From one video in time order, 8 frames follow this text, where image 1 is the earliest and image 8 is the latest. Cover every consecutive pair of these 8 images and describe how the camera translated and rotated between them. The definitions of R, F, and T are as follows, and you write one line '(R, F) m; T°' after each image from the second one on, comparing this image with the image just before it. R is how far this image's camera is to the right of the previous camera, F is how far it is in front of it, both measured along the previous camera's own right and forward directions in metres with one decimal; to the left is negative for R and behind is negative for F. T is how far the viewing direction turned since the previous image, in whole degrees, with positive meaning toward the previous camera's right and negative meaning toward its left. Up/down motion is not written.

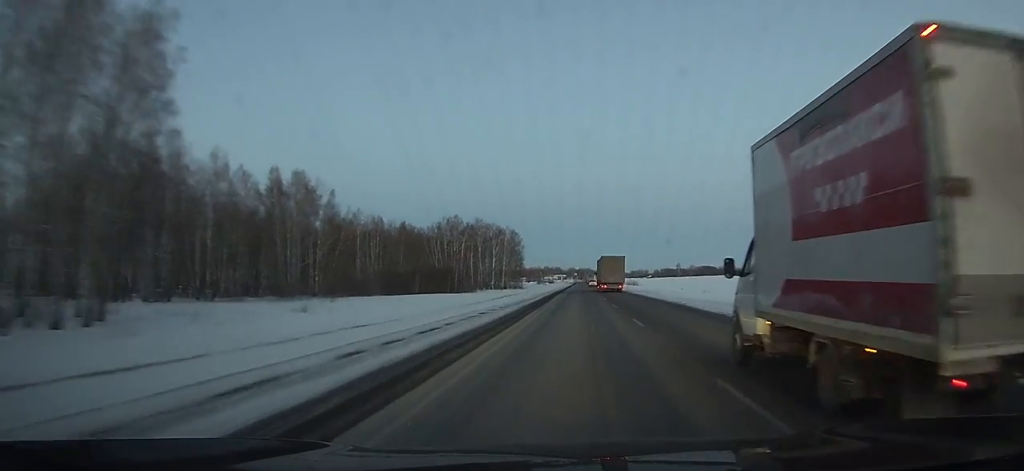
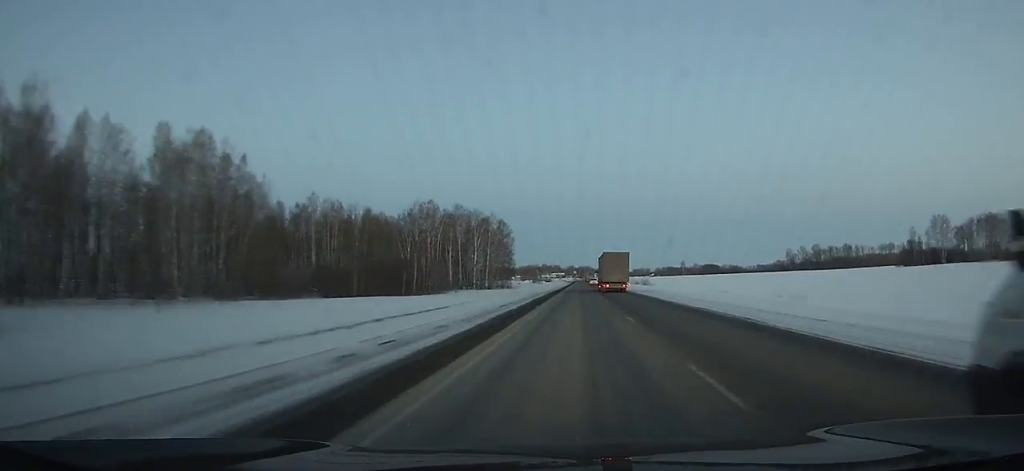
(0.0, +34.0) m; 0°
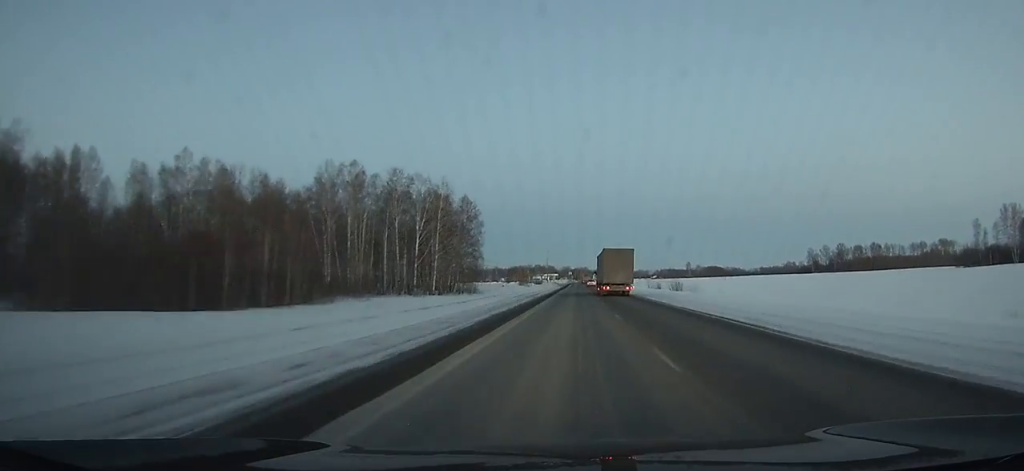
(0.0, +56.3) m; +1°
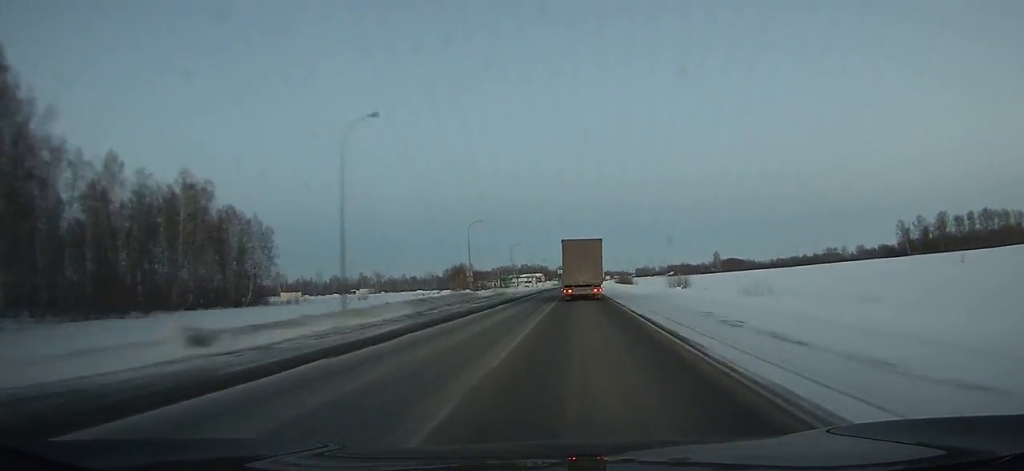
(+1.7, +145.2) m; 0°
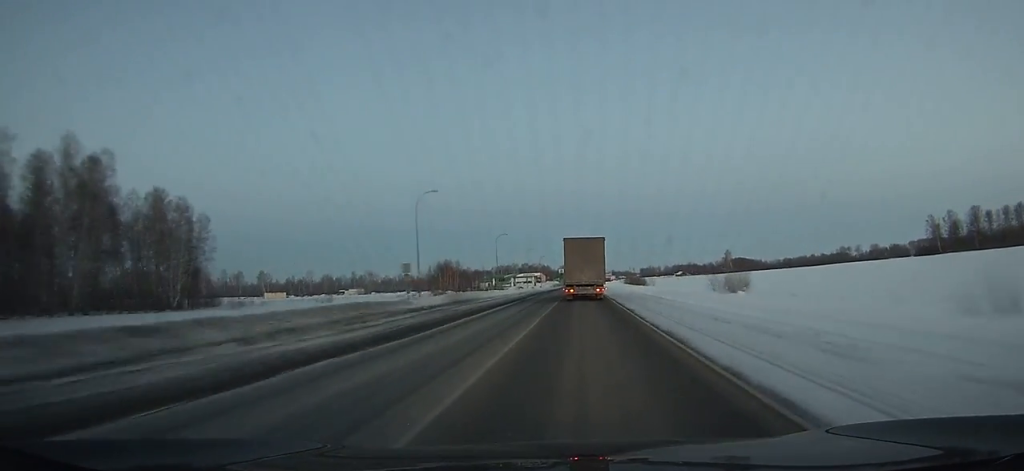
(0.0, +27.6) m; 0°
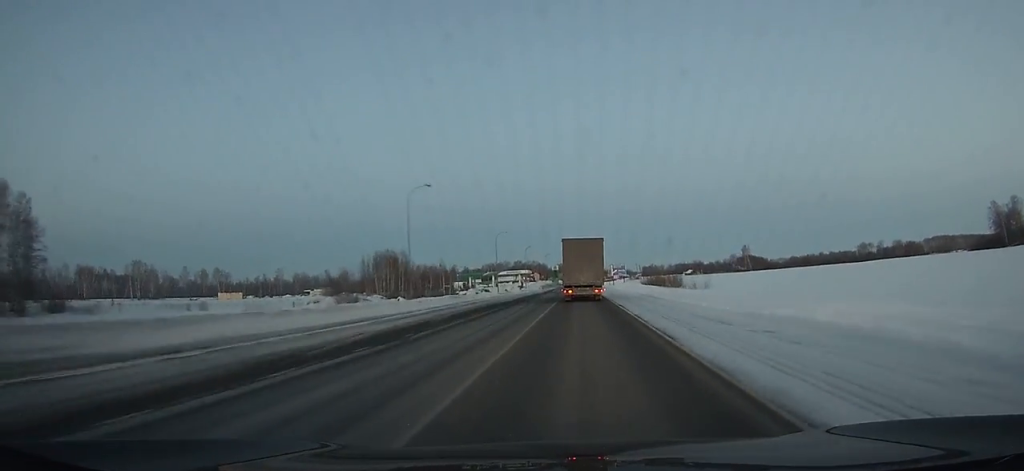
(-0.4, +53.9) m; 0°
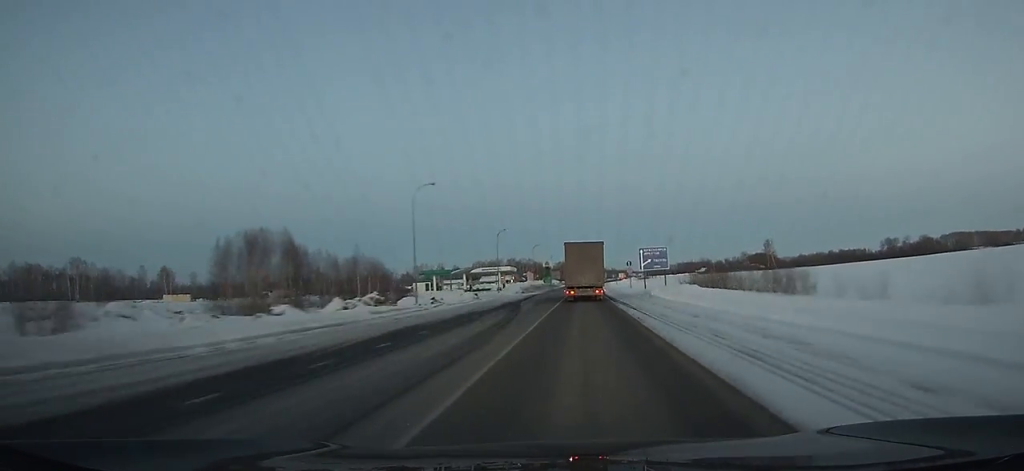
(+0.1, +52.2) m; 0°
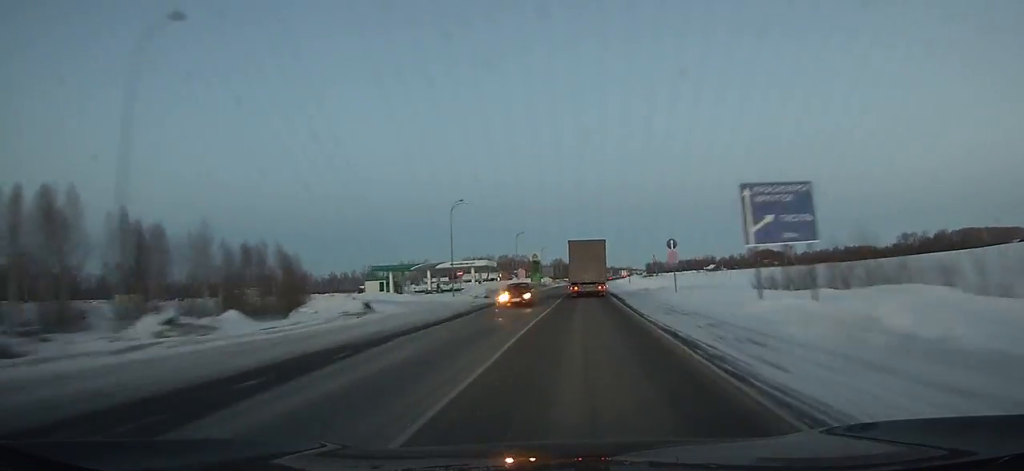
(+0.2, +36.4) m; 0°
